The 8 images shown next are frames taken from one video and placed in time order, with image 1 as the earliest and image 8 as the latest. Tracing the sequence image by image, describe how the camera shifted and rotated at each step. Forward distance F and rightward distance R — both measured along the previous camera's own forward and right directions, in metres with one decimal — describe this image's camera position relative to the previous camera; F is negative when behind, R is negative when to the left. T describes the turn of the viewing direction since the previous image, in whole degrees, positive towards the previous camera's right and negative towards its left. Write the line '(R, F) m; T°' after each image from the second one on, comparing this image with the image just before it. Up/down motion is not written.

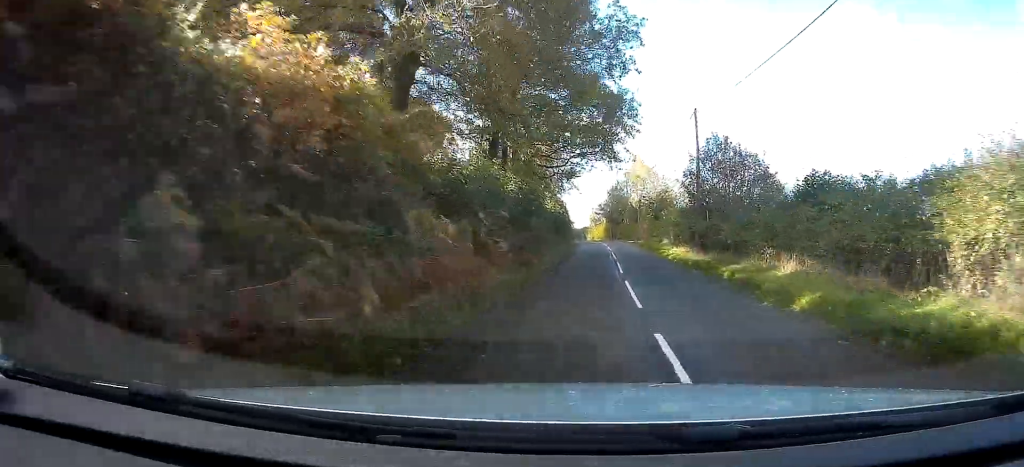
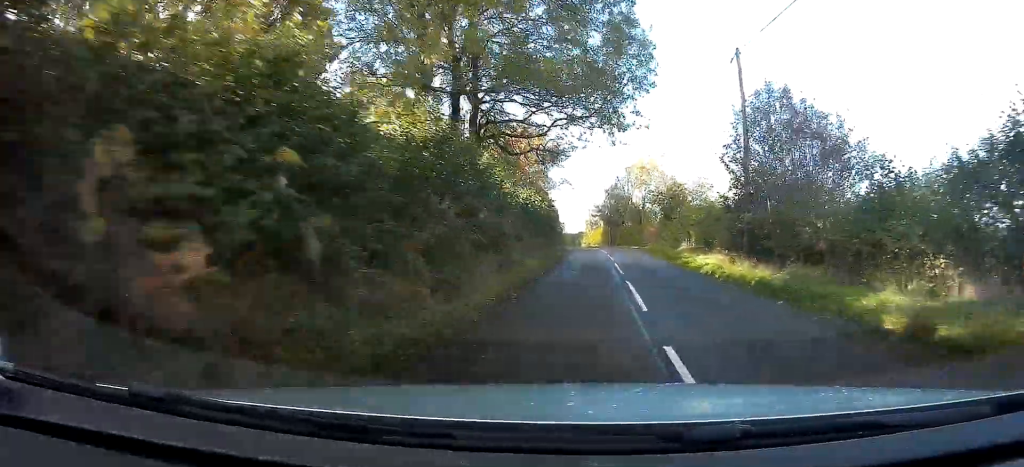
(-0.1, +10.3) m; 0°
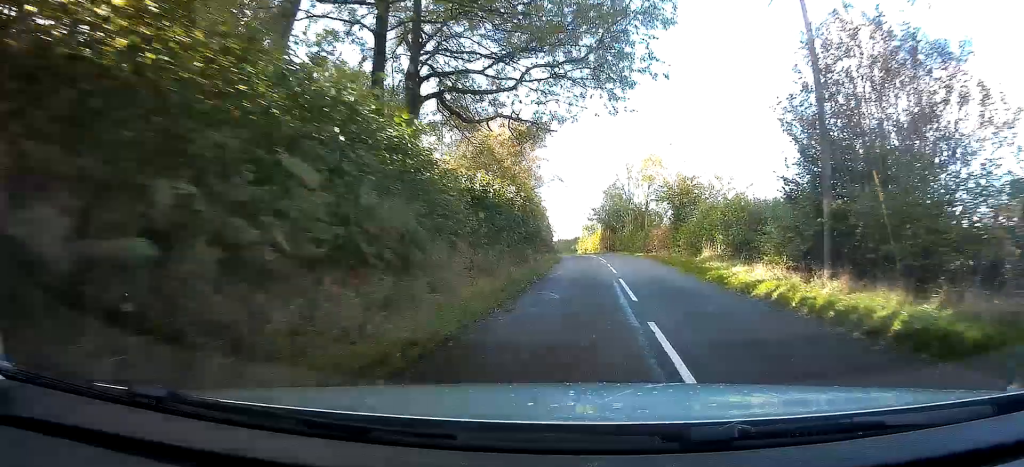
(+0.1, +7.1) m; 0°
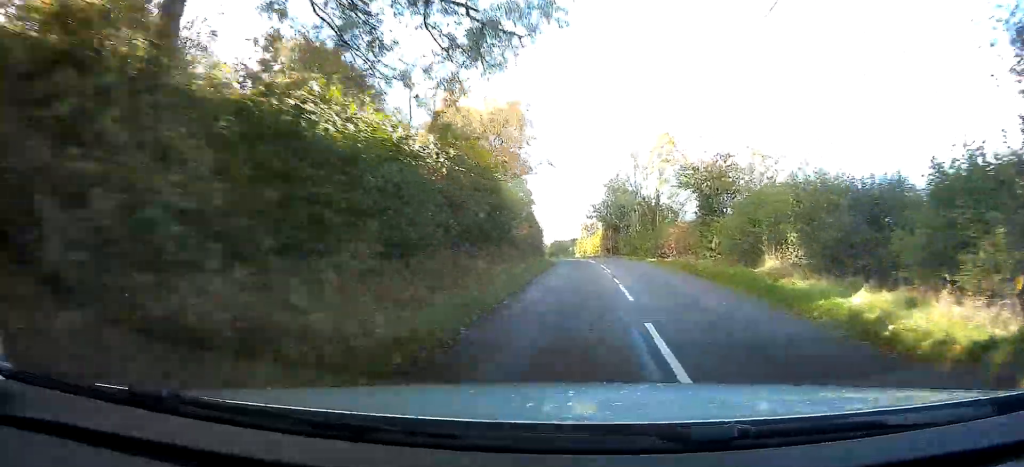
(+0.1, +9.3) m; 0°
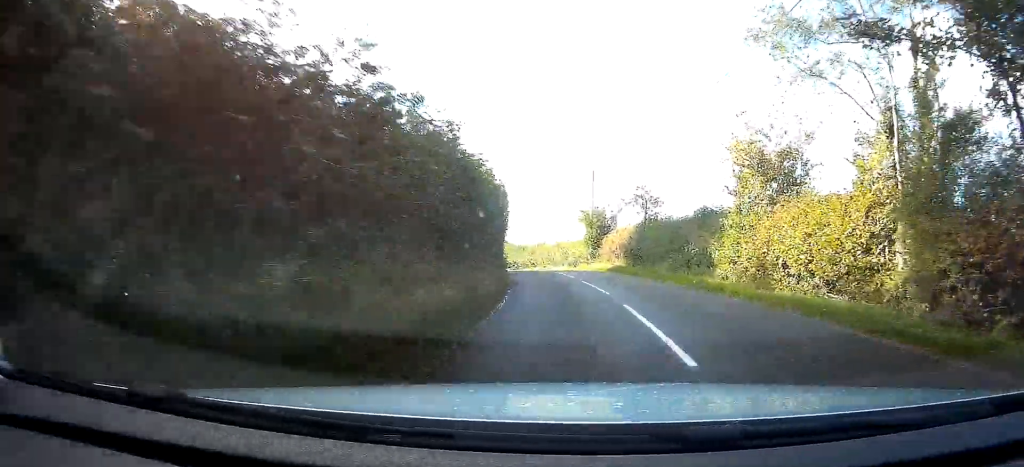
(-3.1, +48.9) m; -9°
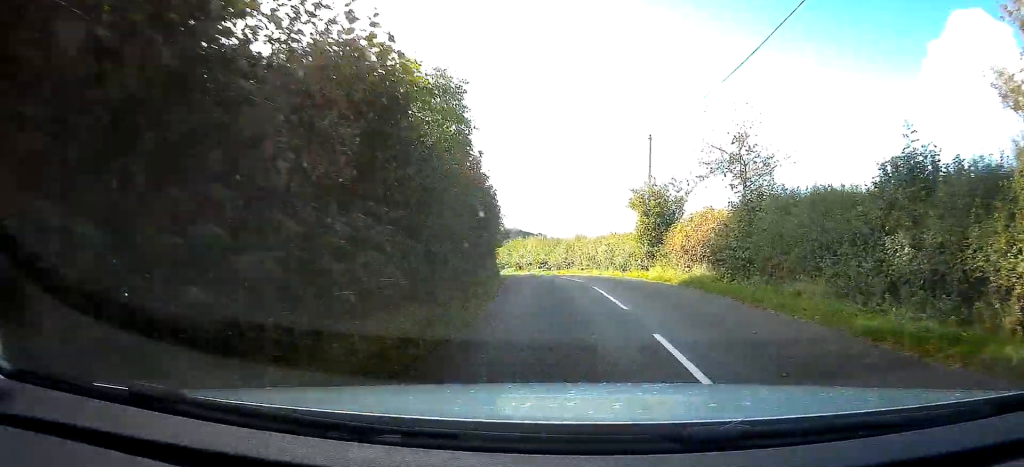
(-0.3, +12.1) m; -4°
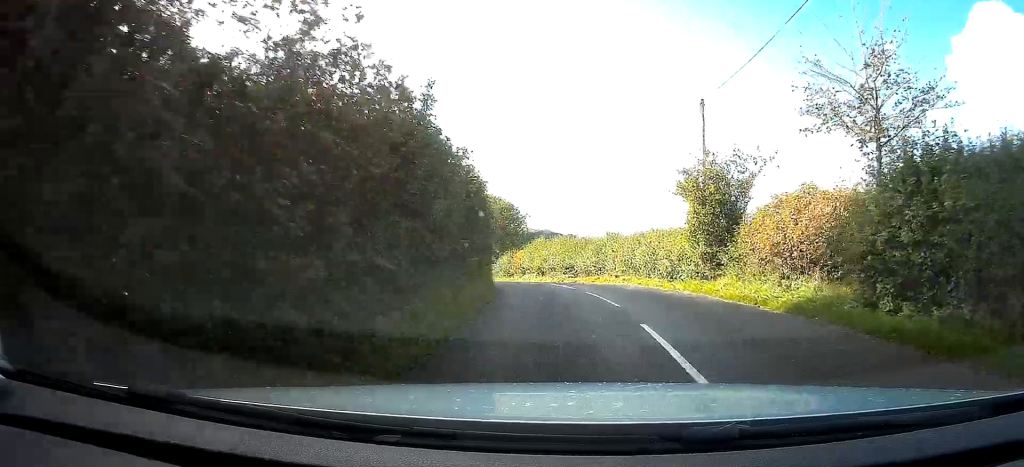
(+0.1, +7.4) m; -3°
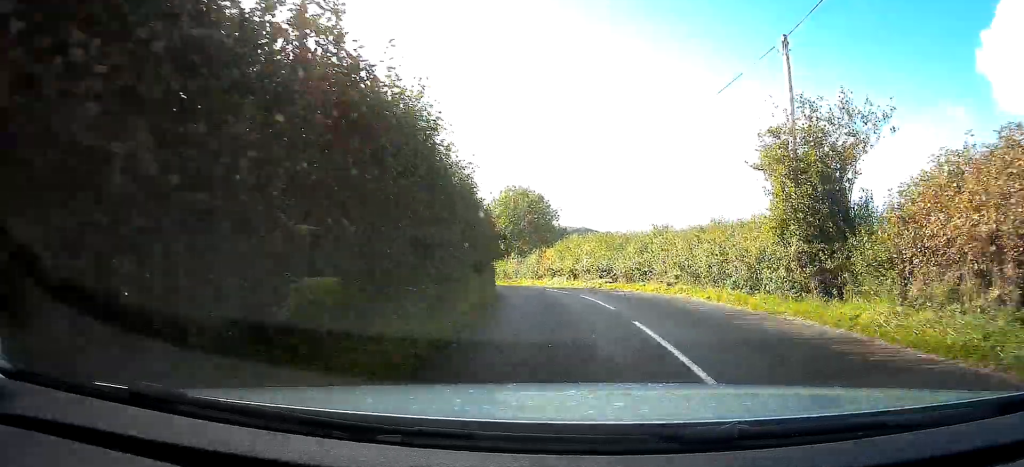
(-0.4, +7.0) m; -4°
